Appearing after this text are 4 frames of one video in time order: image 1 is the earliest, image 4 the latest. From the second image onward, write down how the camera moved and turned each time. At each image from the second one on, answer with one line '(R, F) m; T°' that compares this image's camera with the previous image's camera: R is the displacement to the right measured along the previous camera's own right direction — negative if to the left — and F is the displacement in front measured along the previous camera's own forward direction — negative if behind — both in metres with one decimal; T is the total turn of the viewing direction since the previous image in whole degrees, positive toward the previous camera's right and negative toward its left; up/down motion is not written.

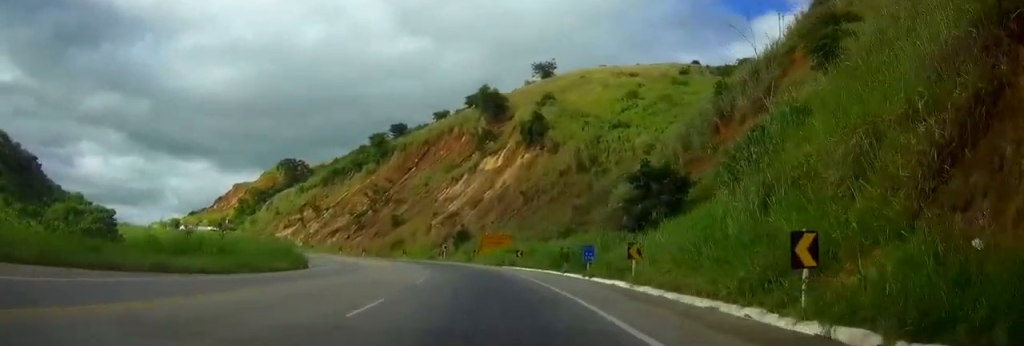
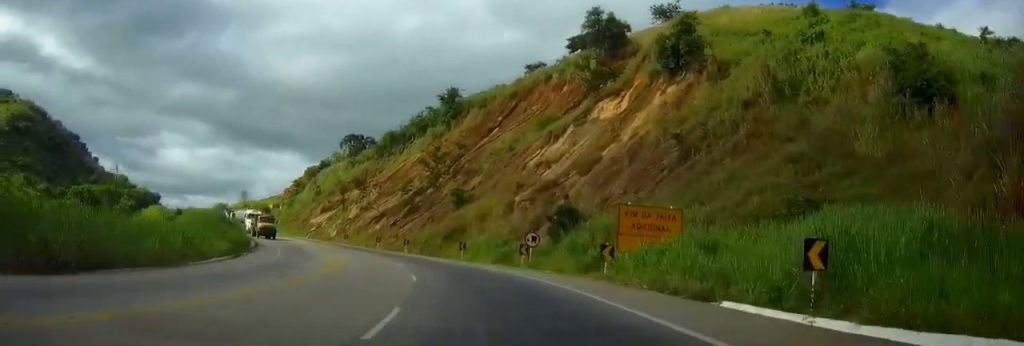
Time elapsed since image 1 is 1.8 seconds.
(-2.6, +39.8) m; -10°
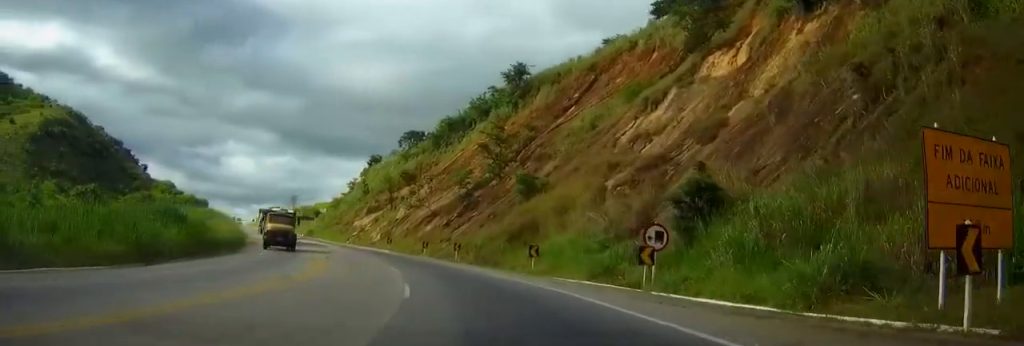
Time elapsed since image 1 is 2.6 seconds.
(-0.8, +17.7) m; -6°
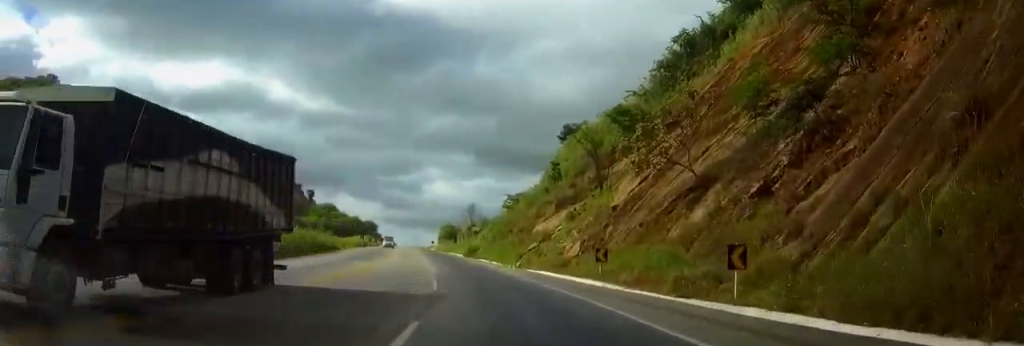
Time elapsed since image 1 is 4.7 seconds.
(-6.6, +46.1) m; -15°
